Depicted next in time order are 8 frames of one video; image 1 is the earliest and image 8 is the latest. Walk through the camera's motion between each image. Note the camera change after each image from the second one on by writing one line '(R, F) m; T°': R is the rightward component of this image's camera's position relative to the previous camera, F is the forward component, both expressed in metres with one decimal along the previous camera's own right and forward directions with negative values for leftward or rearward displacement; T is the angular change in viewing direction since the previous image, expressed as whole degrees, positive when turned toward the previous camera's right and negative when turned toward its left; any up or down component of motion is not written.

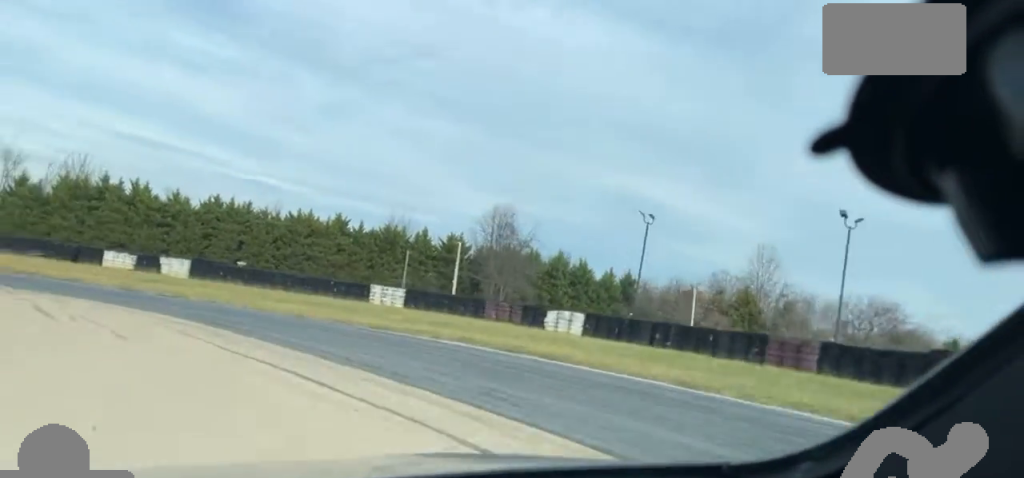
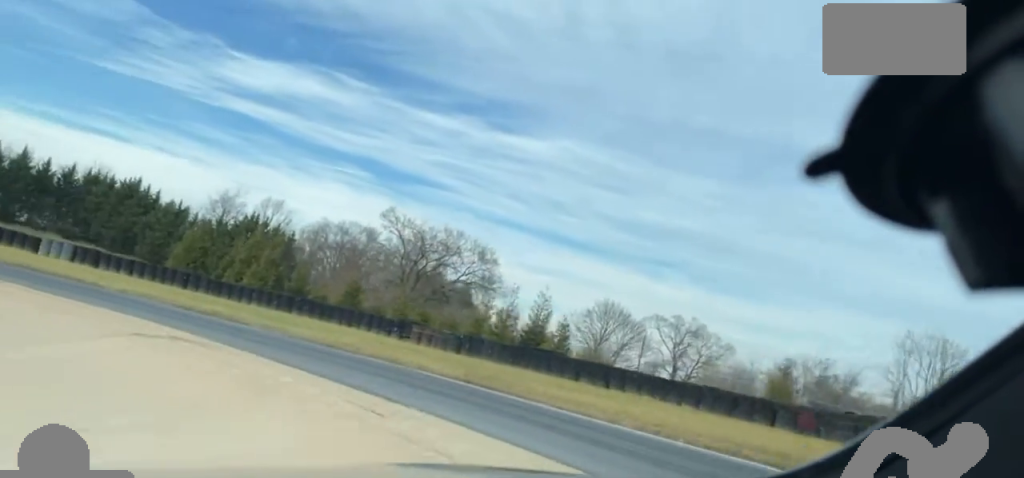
(-14.8, +32.1) m; -52°
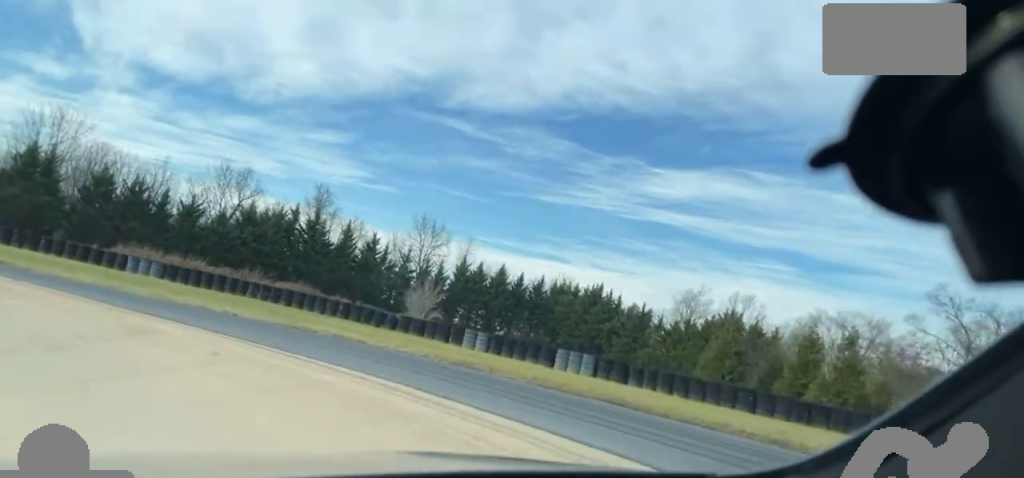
(-3.4, +16.6) m; -29°
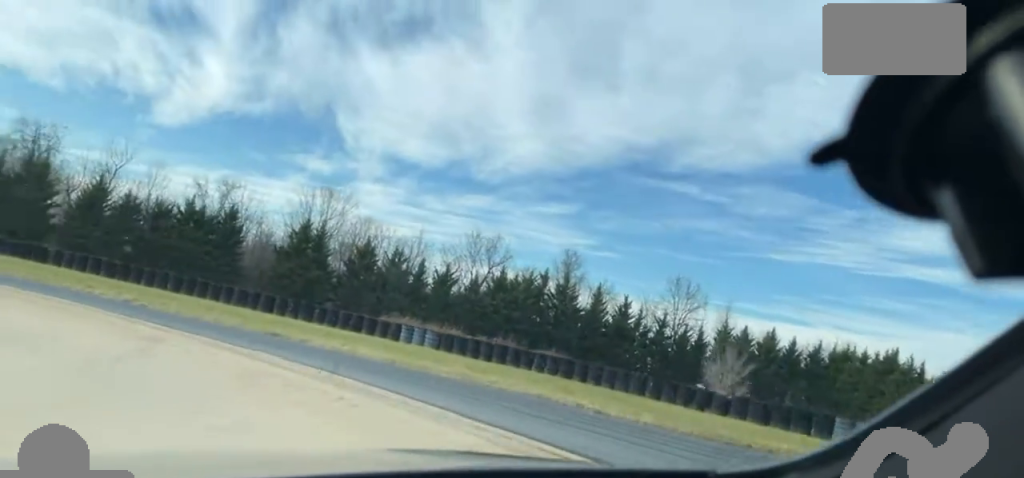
(-2.8, +9.2) m; -17°
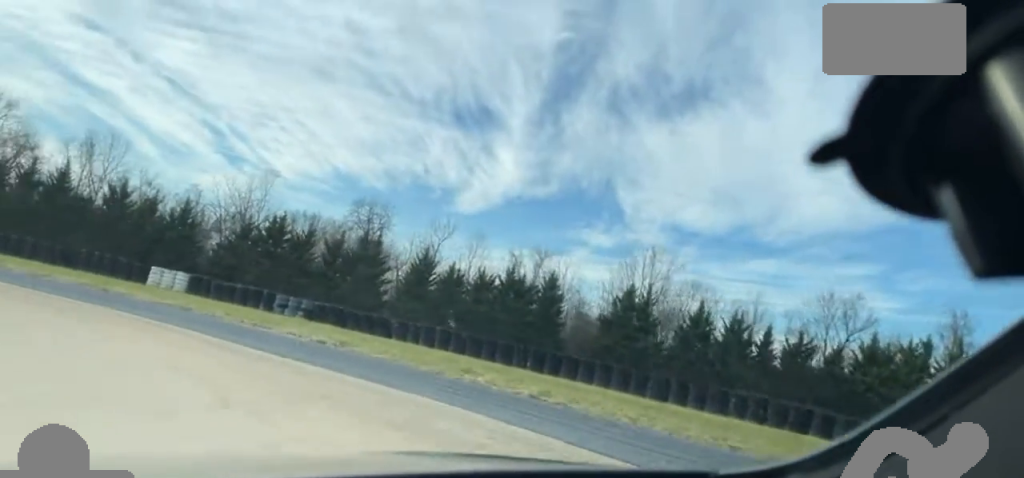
(-2.2, +12.2) m; -22°
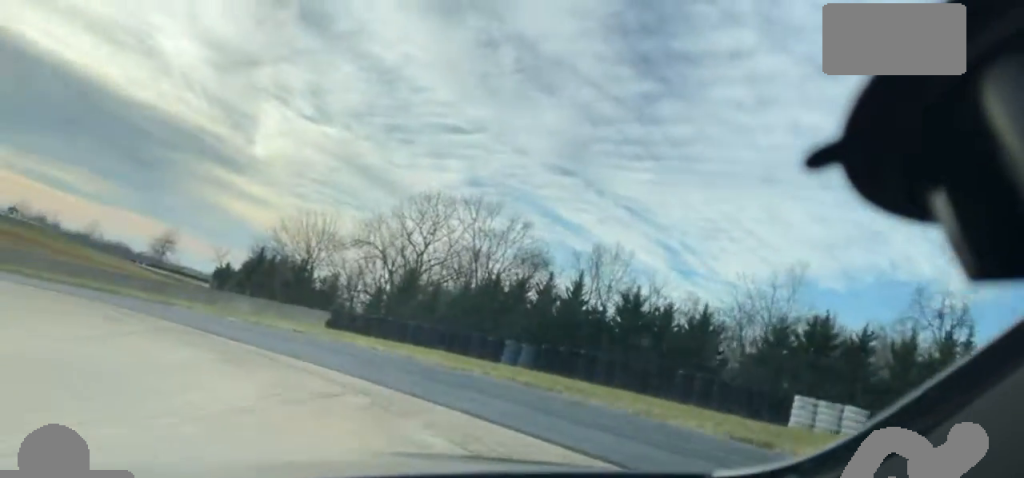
(-4.2, +17.5) m; -29°
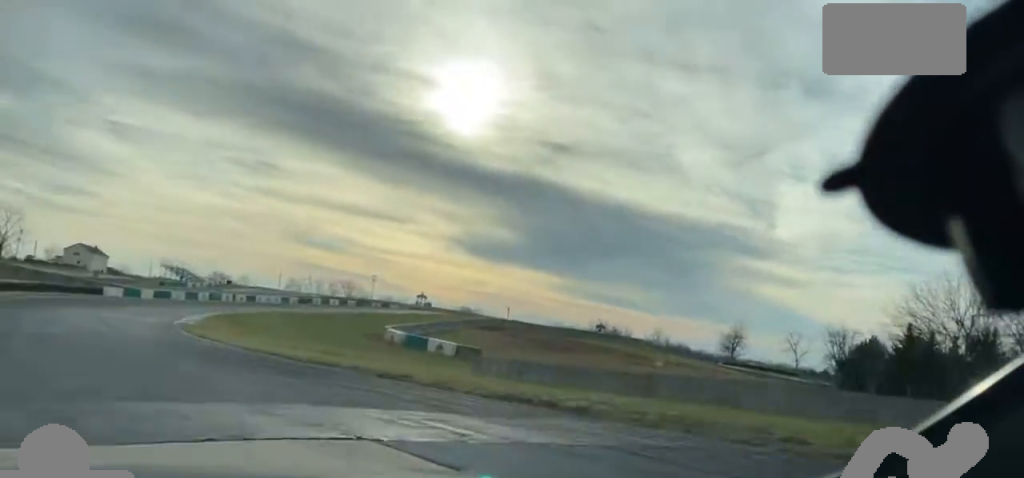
(-6.6, +20.6) m; -32°
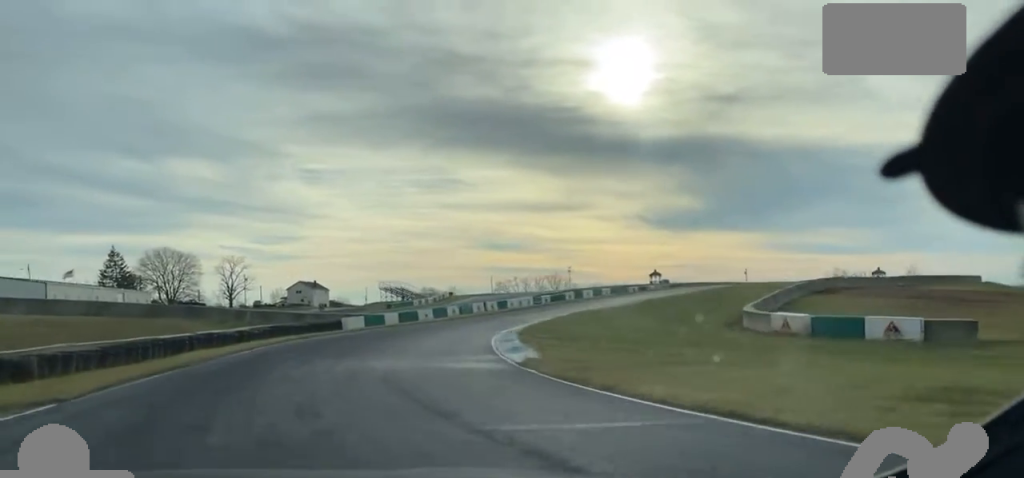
(-6.0, +24.7) m; -12°
